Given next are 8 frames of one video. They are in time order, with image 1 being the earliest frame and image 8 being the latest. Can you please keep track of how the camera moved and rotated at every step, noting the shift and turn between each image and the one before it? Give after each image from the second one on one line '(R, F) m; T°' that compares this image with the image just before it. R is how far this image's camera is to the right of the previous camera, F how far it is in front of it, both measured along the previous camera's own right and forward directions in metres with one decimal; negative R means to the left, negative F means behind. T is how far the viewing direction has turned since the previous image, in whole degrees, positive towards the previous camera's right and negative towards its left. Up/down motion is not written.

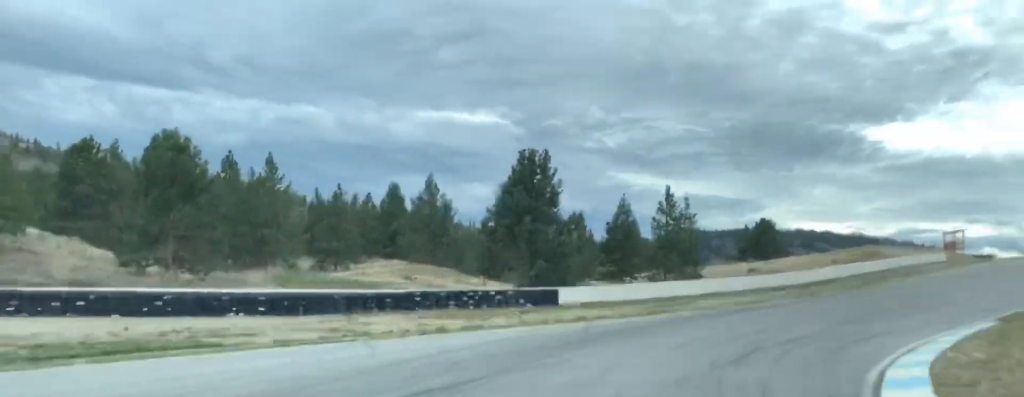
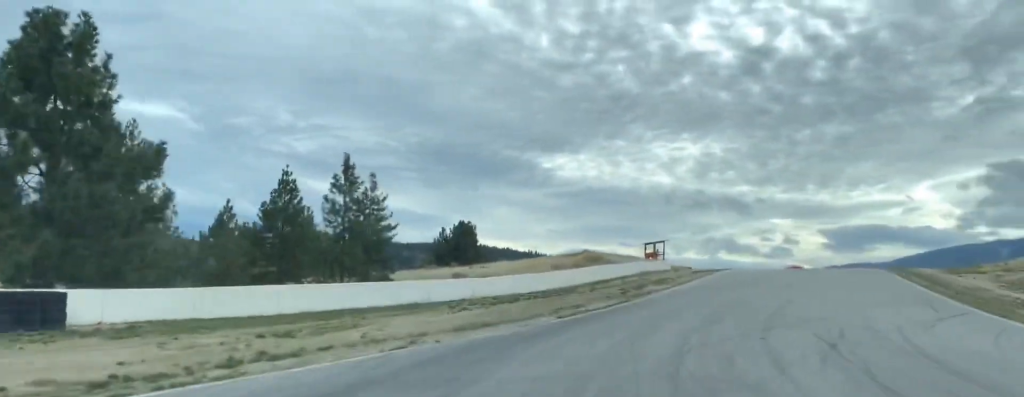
(+5.3, +24.2) m; +18°
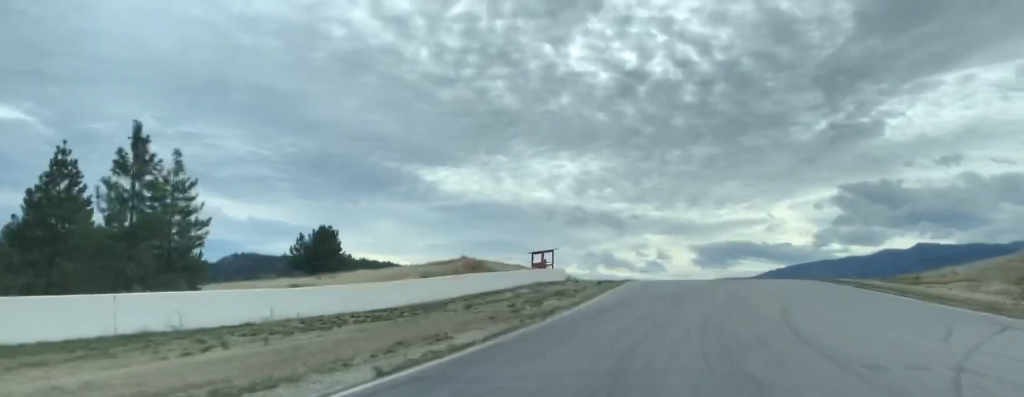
(+1.6, +14.1) m; +7°
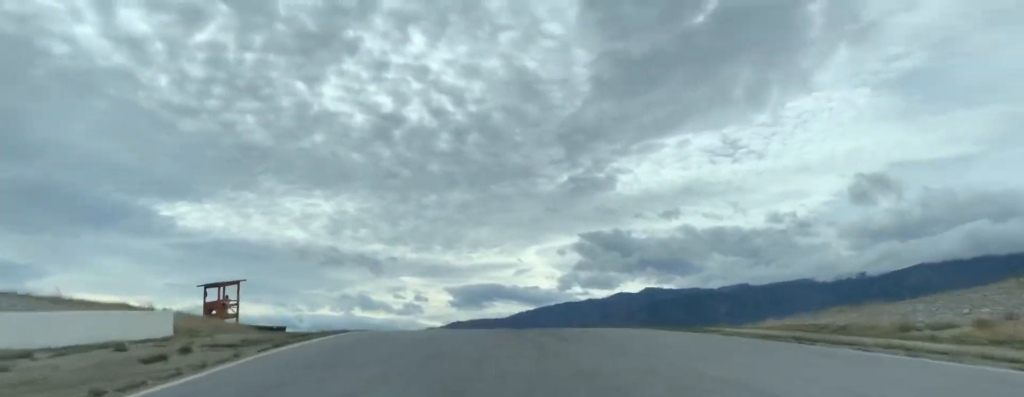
(+4.4, +32.9) m; +11°
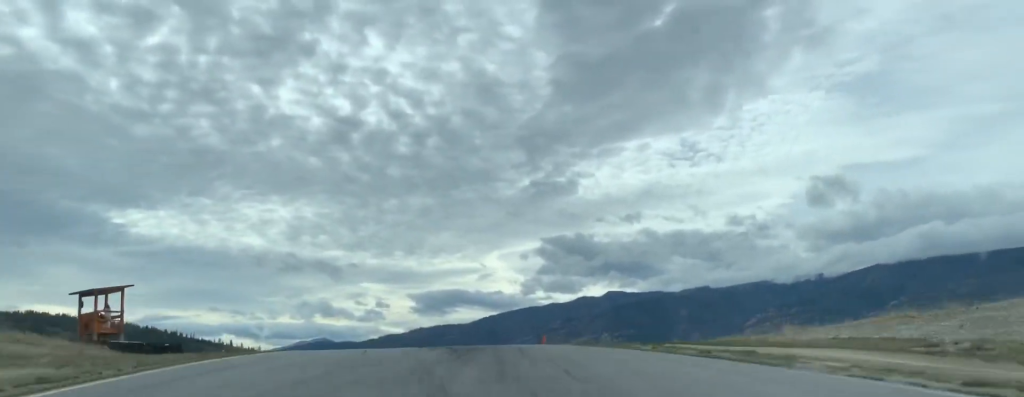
(+0.3, +11.4) m; +1°
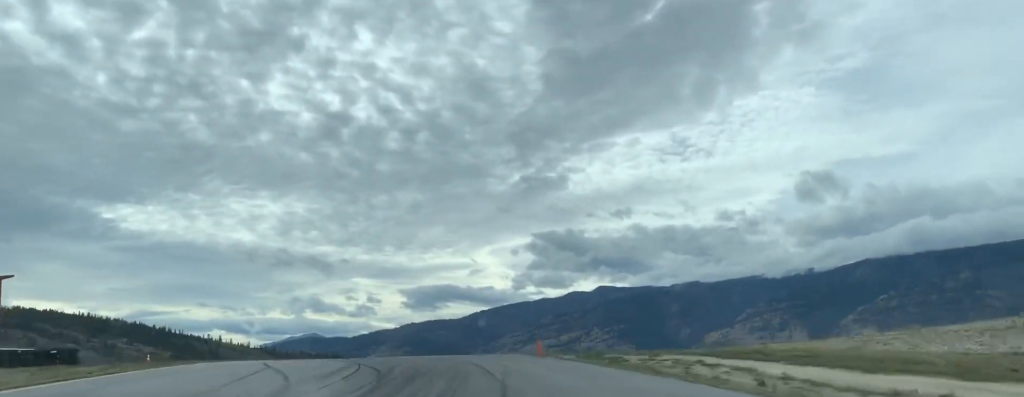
(+0.2, +10.8) m; -1°
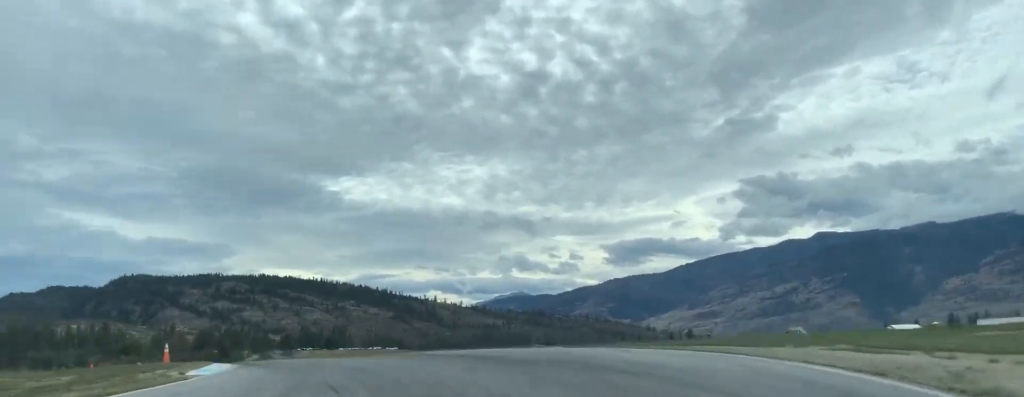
(-1.0, +28.1) m; -11°
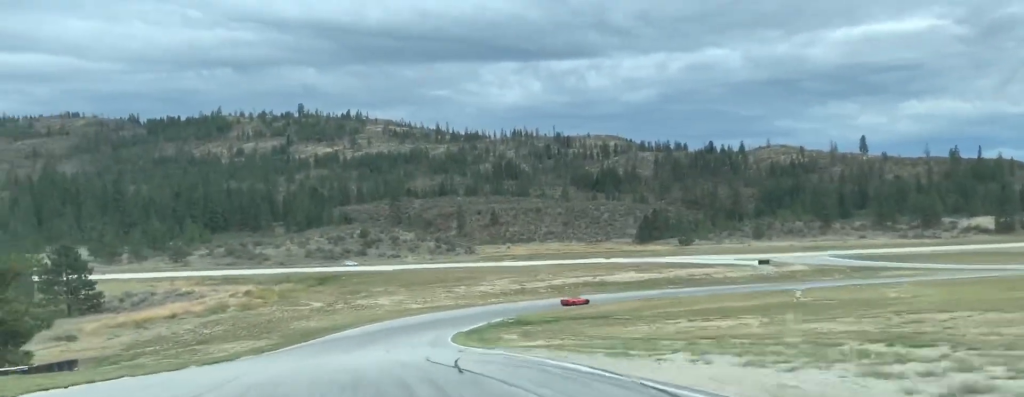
(-40.7, +52.7) m; -73°
